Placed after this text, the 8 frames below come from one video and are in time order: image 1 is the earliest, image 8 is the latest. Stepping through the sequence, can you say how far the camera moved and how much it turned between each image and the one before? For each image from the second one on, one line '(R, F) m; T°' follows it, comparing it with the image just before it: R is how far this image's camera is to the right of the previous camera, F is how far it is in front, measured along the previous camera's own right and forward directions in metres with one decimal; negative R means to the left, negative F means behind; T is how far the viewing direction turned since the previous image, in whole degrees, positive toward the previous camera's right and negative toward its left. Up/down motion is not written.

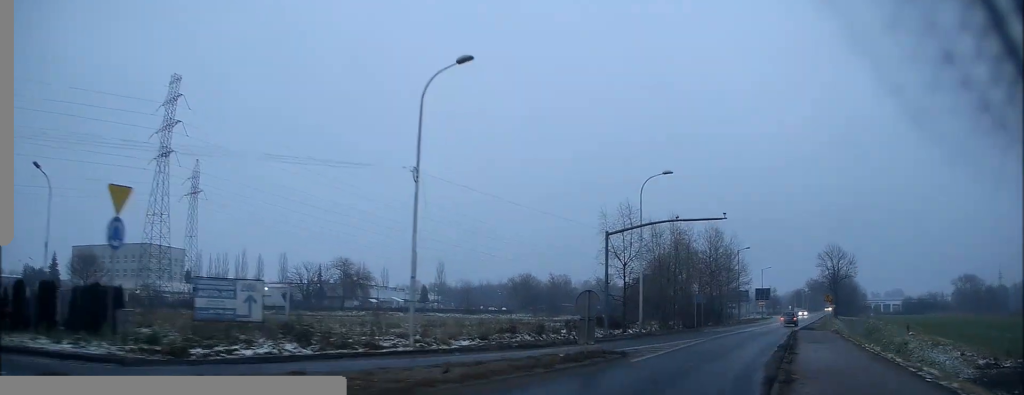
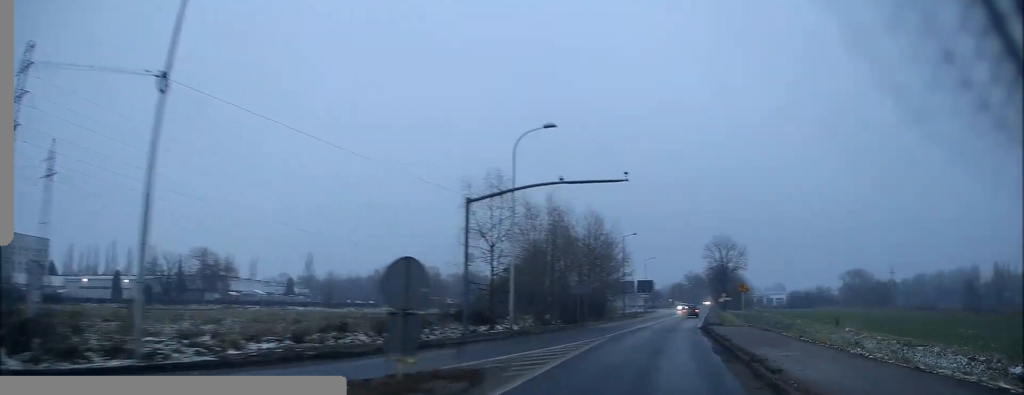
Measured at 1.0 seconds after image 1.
(+0.3, +8.3) m; +8°
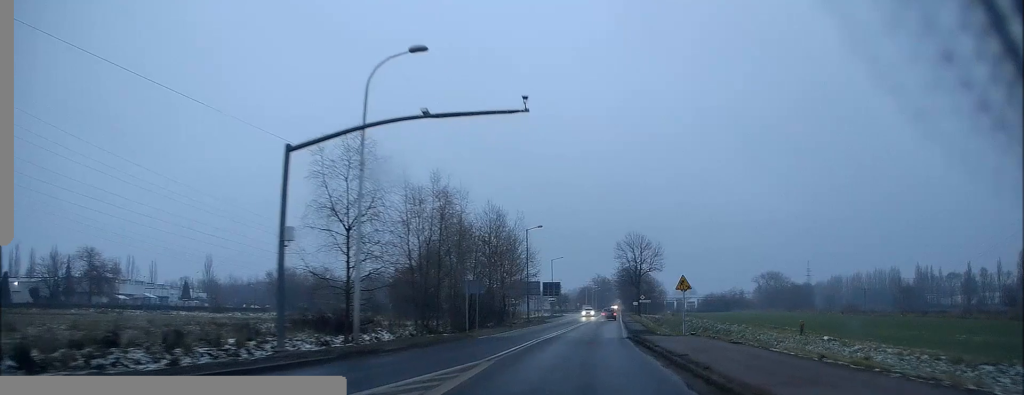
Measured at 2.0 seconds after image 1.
(+0.8, +9.2) m; +8°
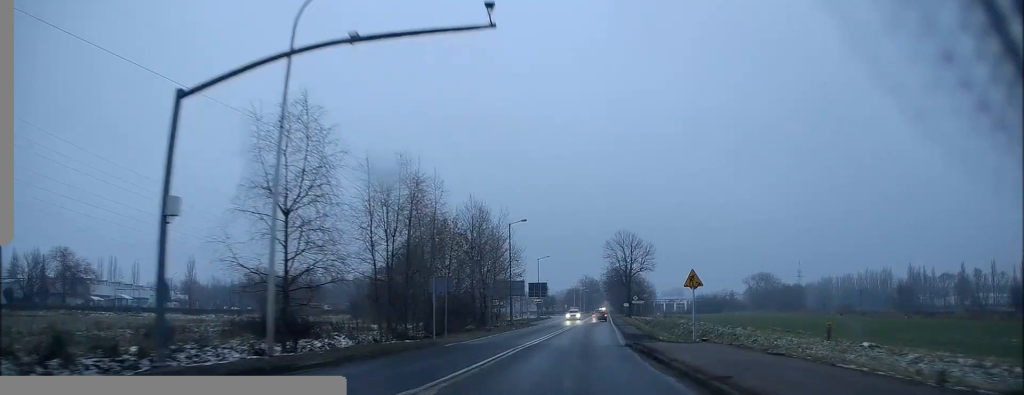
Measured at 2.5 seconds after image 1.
(+0.3, +5.1) m; +1°
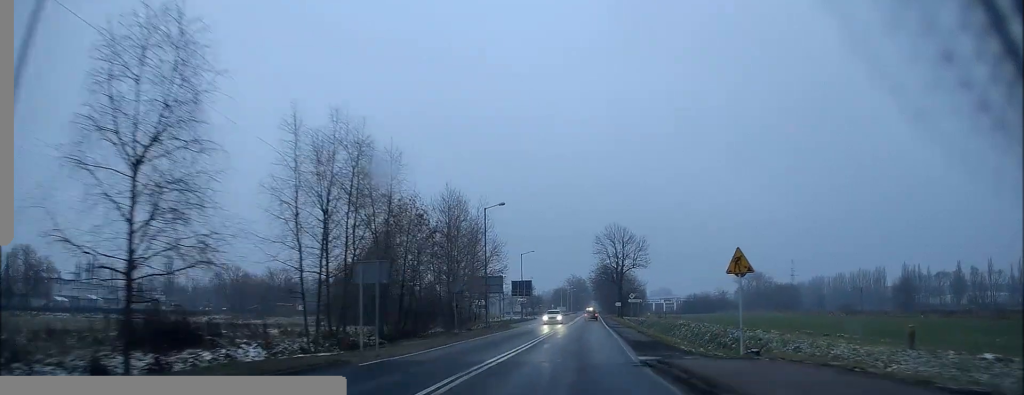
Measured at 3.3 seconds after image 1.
(+0.2, +8.2) m; +2°
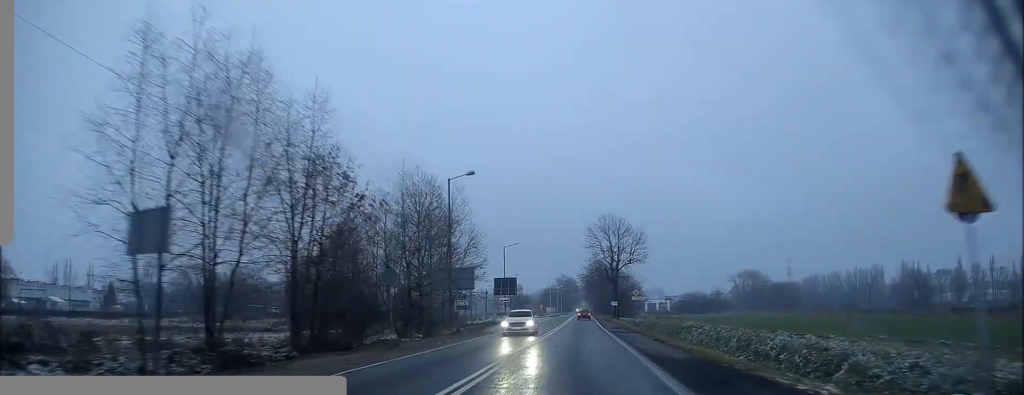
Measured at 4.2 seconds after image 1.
(0.0, +10.4) m; +1°
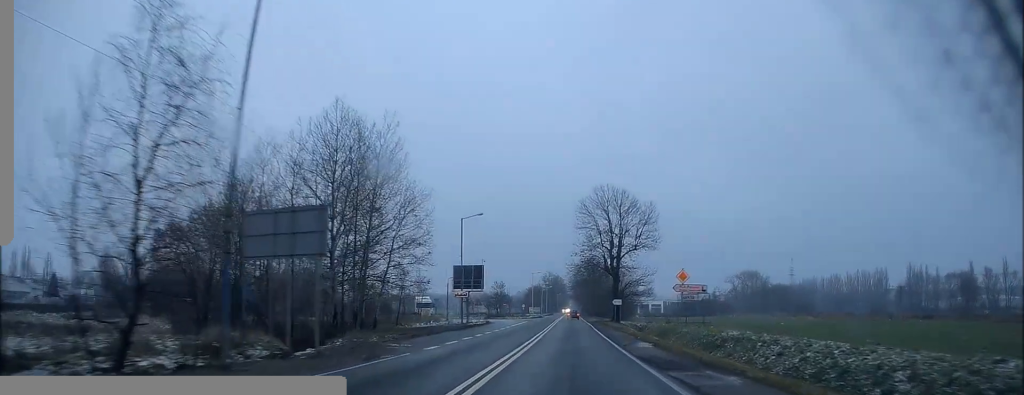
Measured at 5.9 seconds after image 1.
(+0.5, +22.5) m; +1°
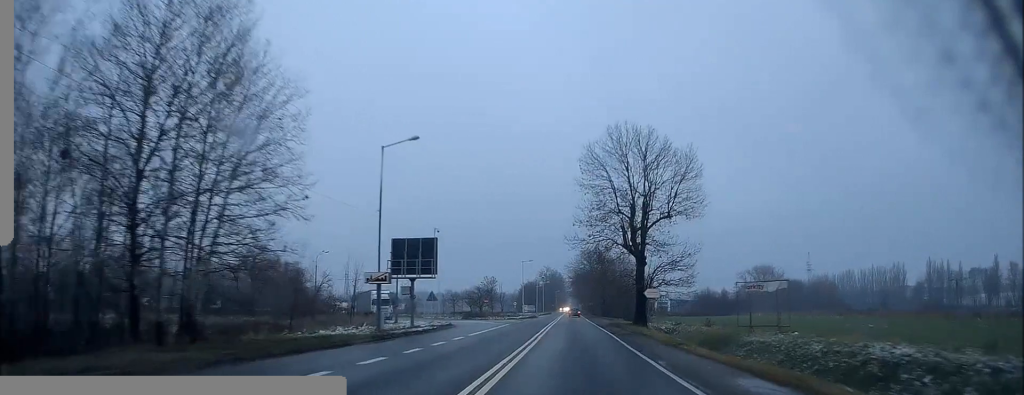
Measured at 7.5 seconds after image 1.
(+0.3, +23.3) m; +1°
